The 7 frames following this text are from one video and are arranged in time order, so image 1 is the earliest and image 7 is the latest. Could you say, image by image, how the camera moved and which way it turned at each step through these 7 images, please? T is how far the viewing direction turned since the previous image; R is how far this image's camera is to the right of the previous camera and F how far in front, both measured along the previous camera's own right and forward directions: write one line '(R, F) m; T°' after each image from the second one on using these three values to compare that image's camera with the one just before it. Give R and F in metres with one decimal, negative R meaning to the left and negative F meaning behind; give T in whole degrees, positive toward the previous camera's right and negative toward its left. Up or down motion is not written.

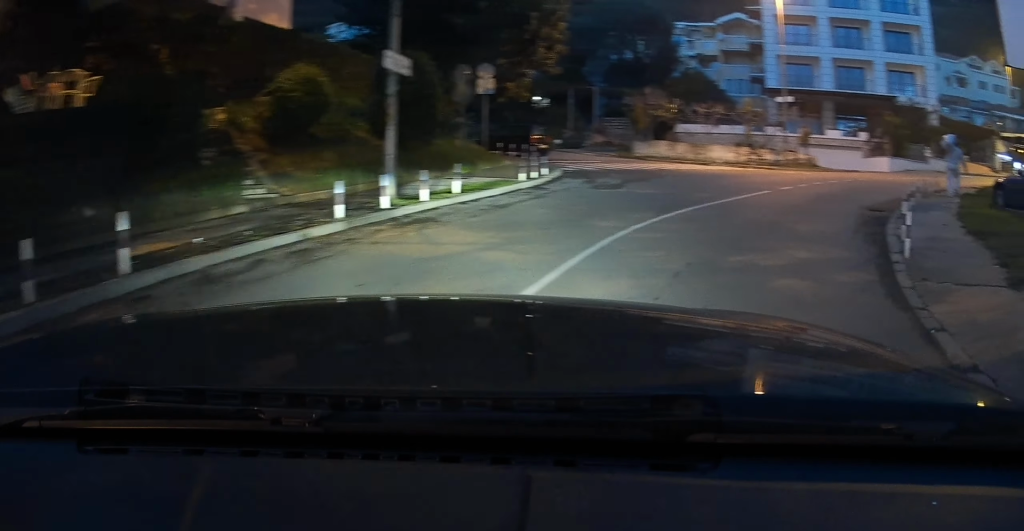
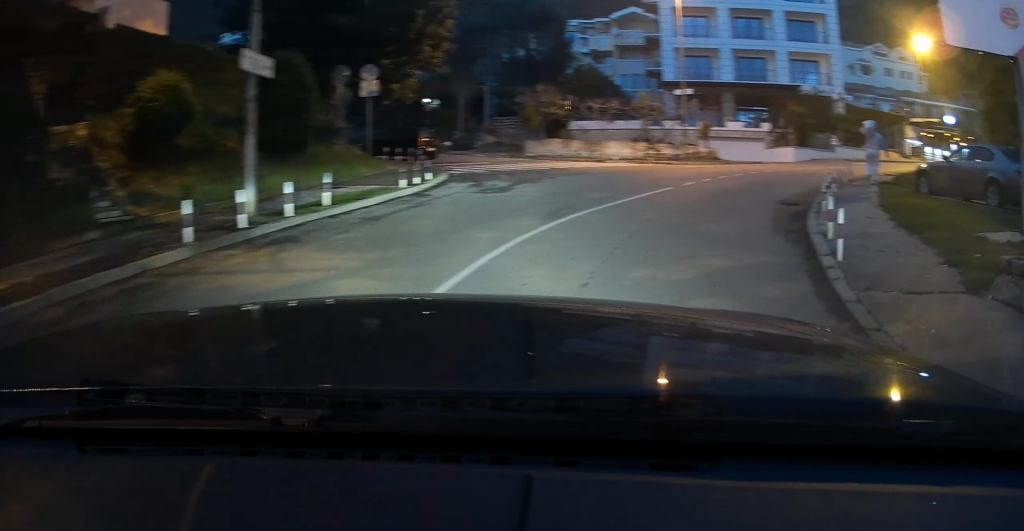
(+0.1, +1.2) m; +6°
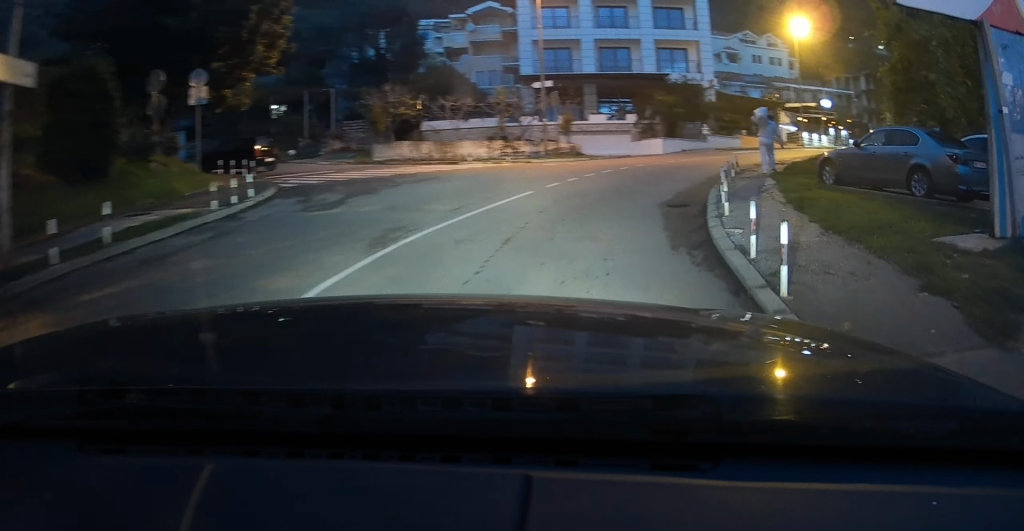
(+0.1, +2.0) m; +9°
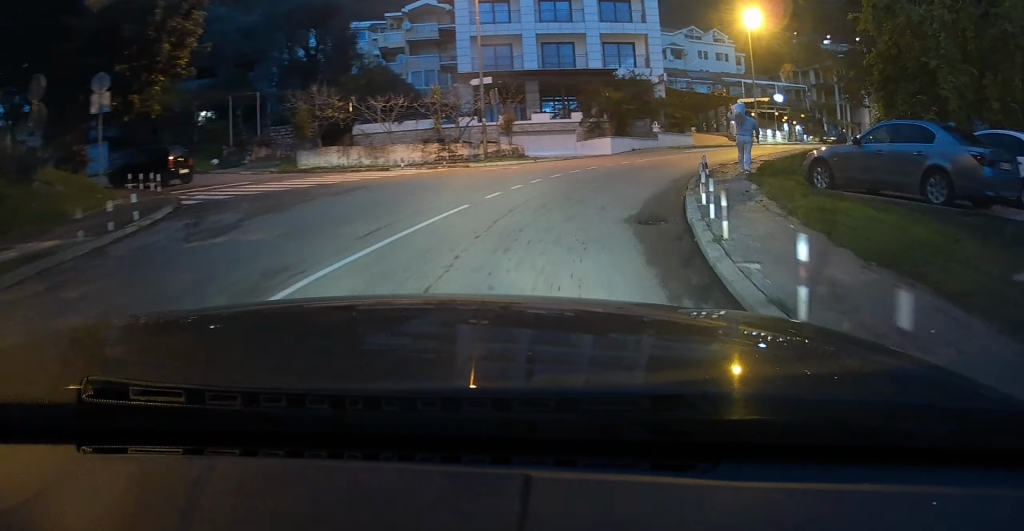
(+0.2, +2.1) m; +4°
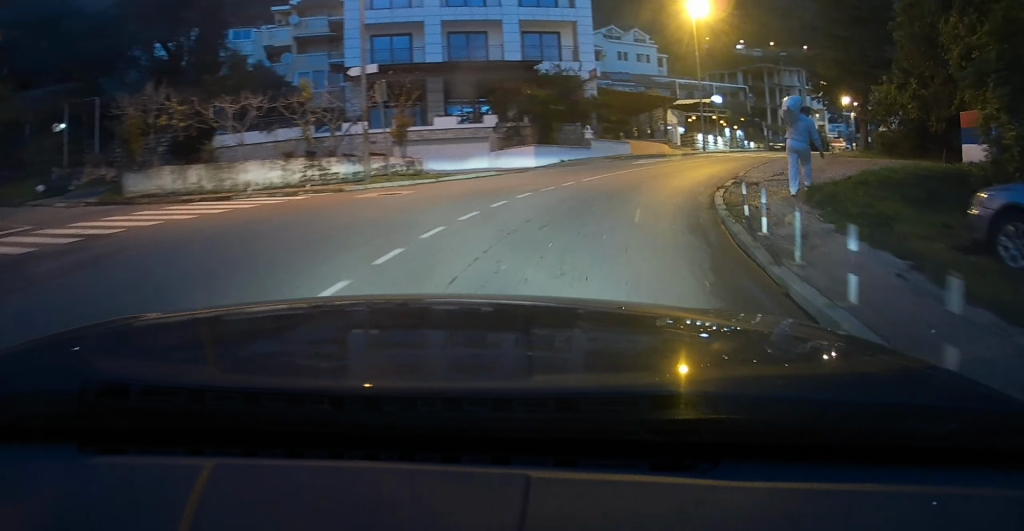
(+0.2, +7.1) m; +6°
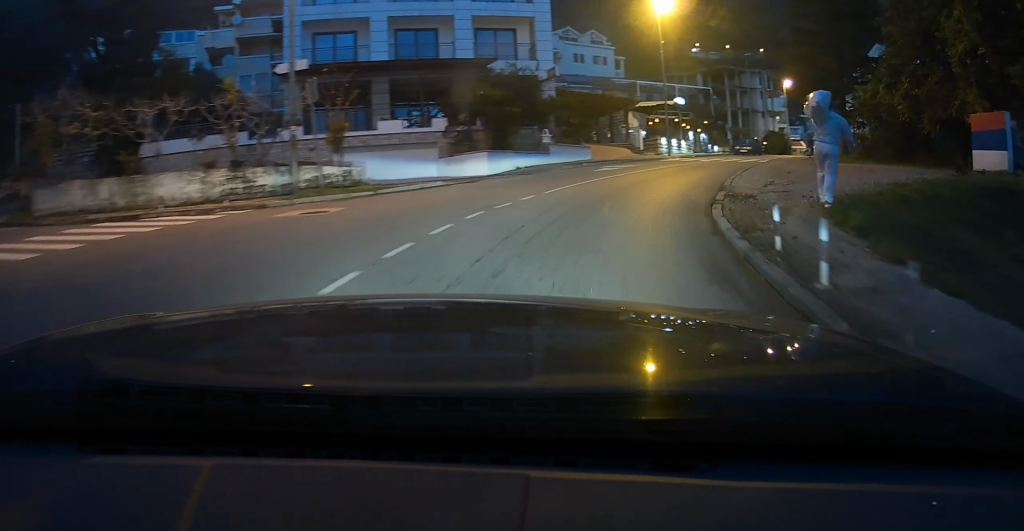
(-0.1, +2.4) m; +4°
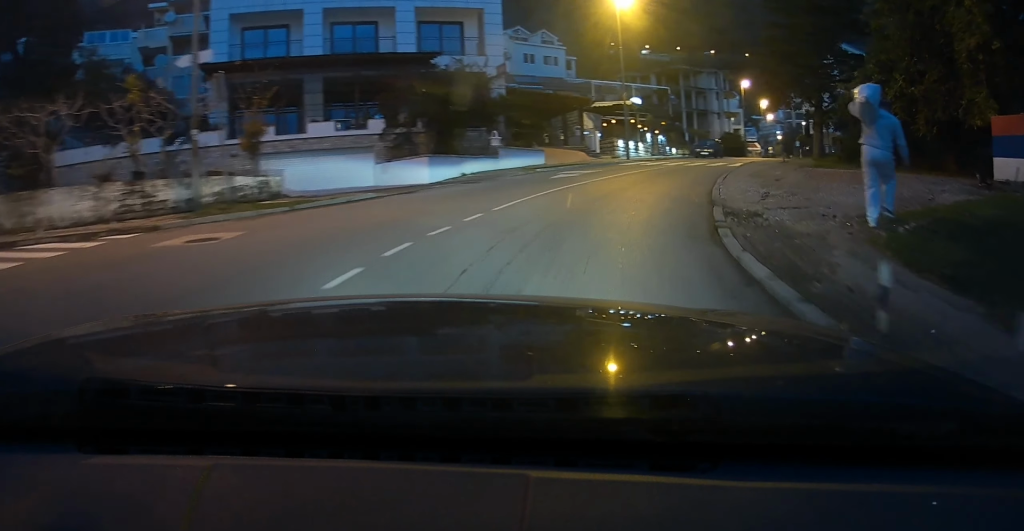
(+0.2, +2.8) m; +5°
